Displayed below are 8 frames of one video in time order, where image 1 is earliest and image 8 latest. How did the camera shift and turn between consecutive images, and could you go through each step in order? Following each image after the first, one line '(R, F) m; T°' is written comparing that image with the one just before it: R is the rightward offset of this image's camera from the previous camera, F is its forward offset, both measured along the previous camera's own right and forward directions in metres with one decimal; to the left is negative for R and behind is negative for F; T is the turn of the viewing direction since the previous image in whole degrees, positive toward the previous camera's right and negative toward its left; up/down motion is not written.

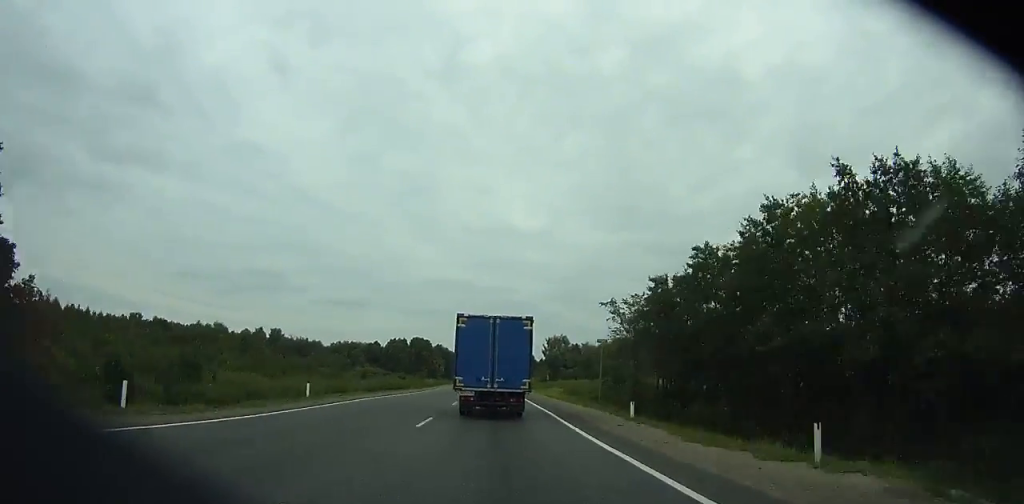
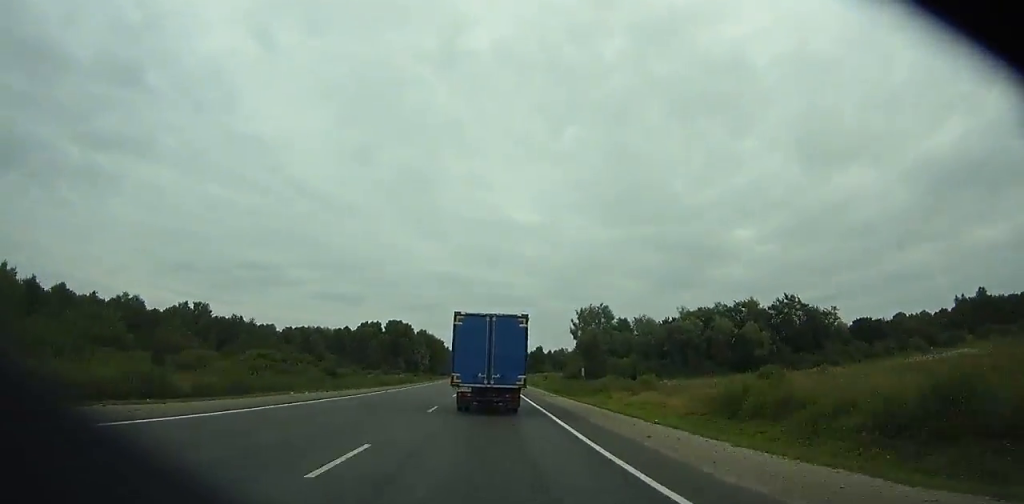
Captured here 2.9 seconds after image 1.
(-0.1, +80.0) m; 0°
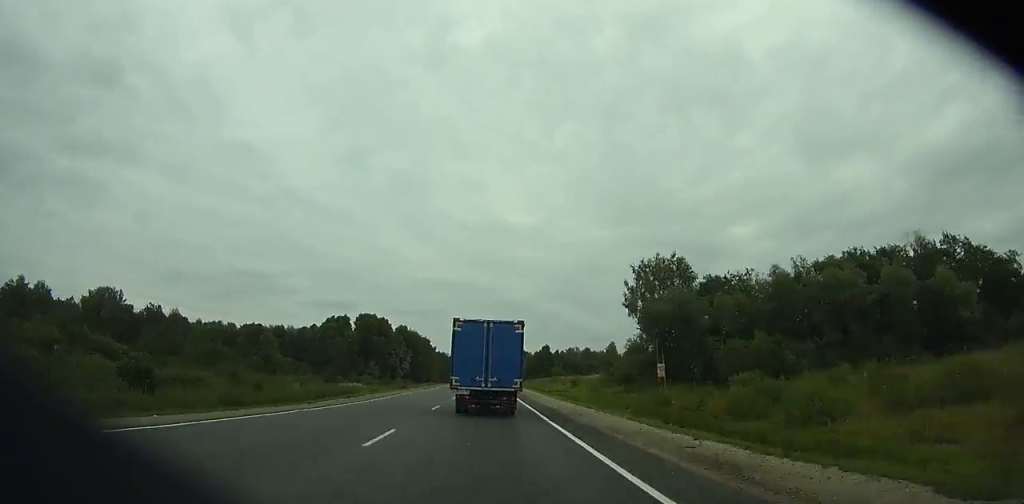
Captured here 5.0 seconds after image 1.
(0.0, +57.0) m; 0°
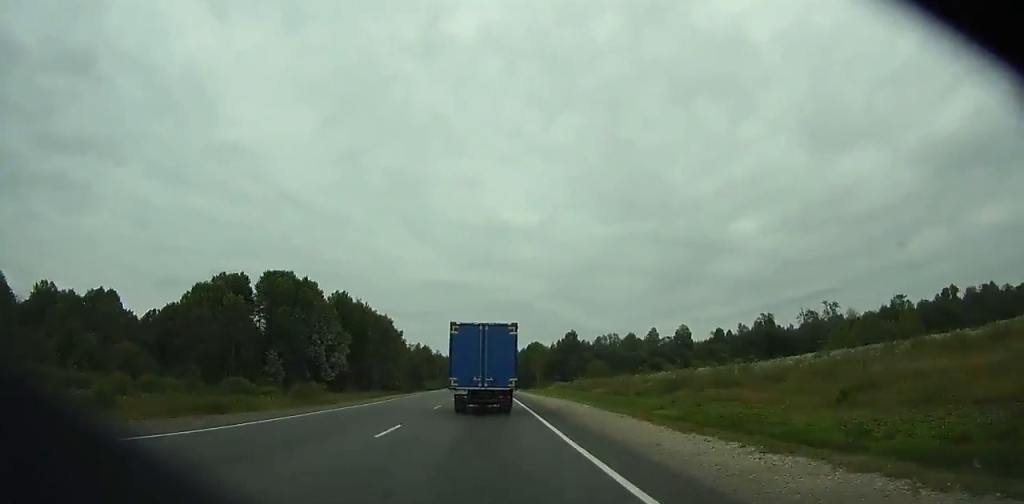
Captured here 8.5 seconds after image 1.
(+0.2, +93.6) m; 0°
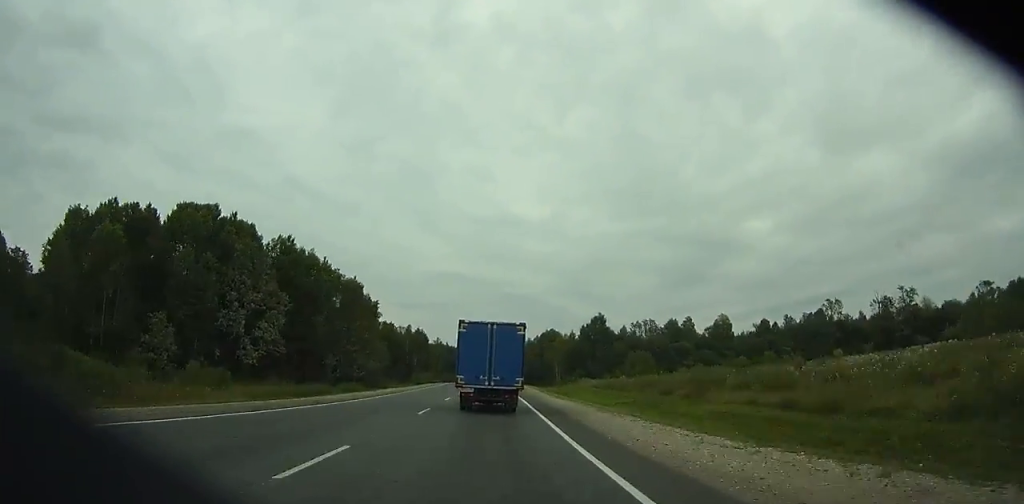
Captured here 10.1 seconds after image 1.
(+0.2, +42.3) m; 0°
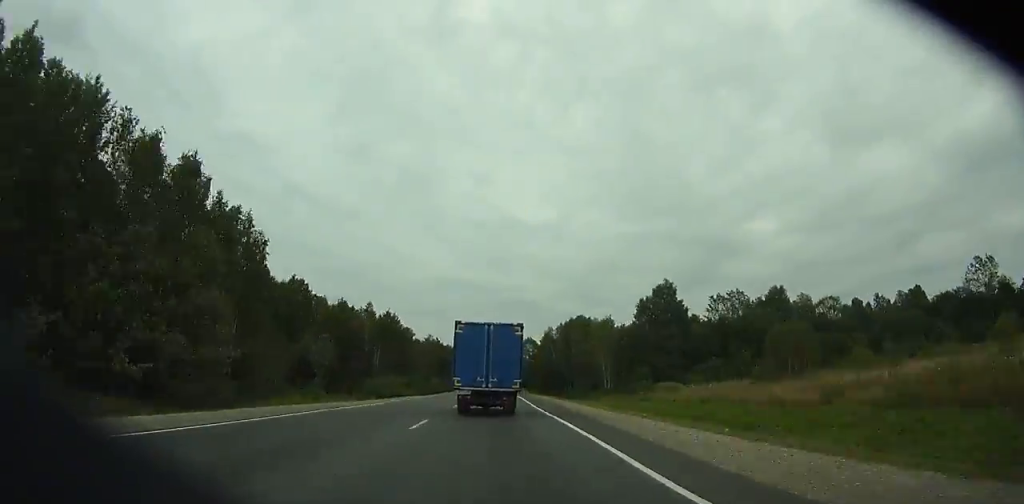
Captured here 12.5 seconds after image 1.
(-0.4, +62.8) m; 0°
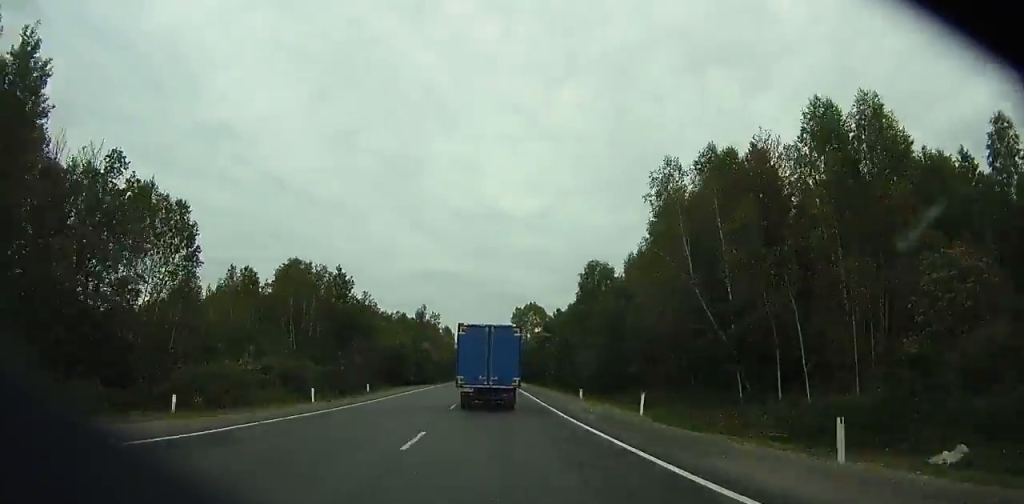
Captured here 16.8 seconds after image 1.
(+0.3, +111.6) m; 0°
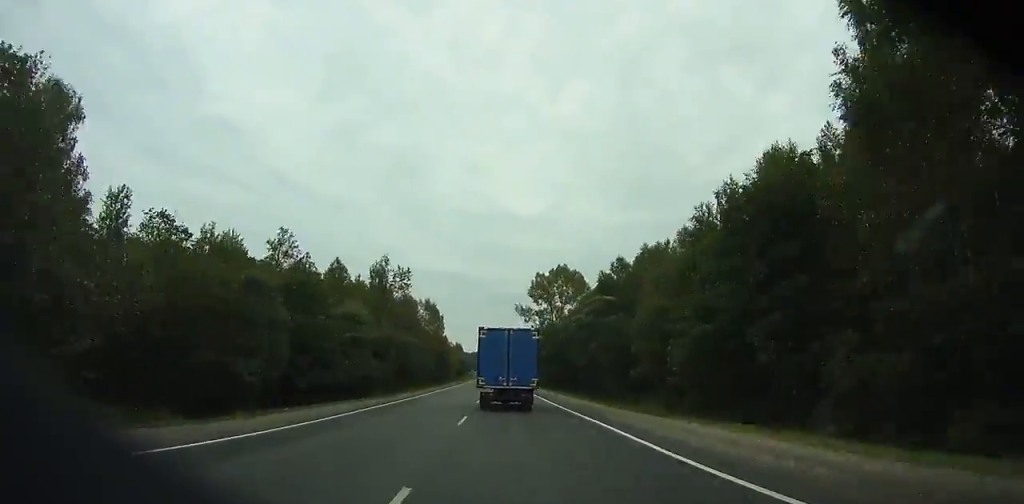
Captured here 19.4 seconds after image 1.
(-0.1, +67.5) m; 0°
